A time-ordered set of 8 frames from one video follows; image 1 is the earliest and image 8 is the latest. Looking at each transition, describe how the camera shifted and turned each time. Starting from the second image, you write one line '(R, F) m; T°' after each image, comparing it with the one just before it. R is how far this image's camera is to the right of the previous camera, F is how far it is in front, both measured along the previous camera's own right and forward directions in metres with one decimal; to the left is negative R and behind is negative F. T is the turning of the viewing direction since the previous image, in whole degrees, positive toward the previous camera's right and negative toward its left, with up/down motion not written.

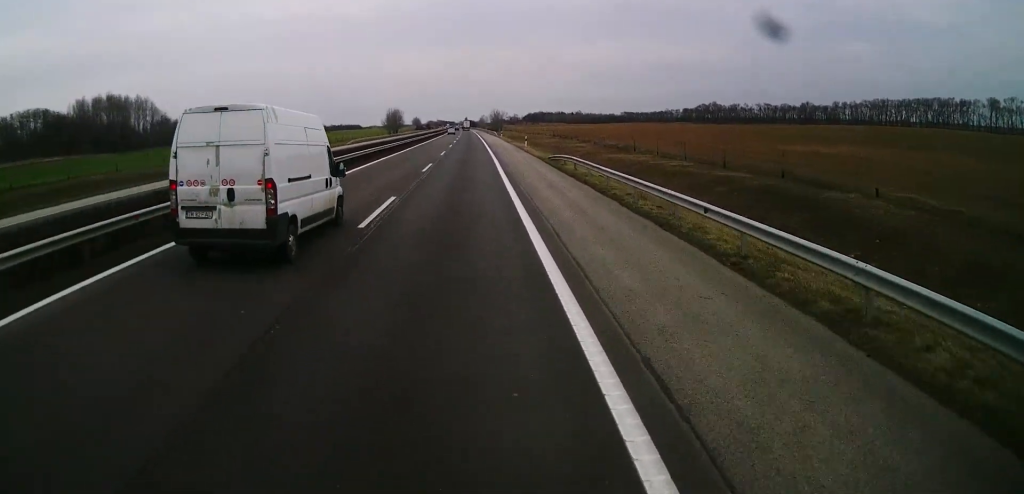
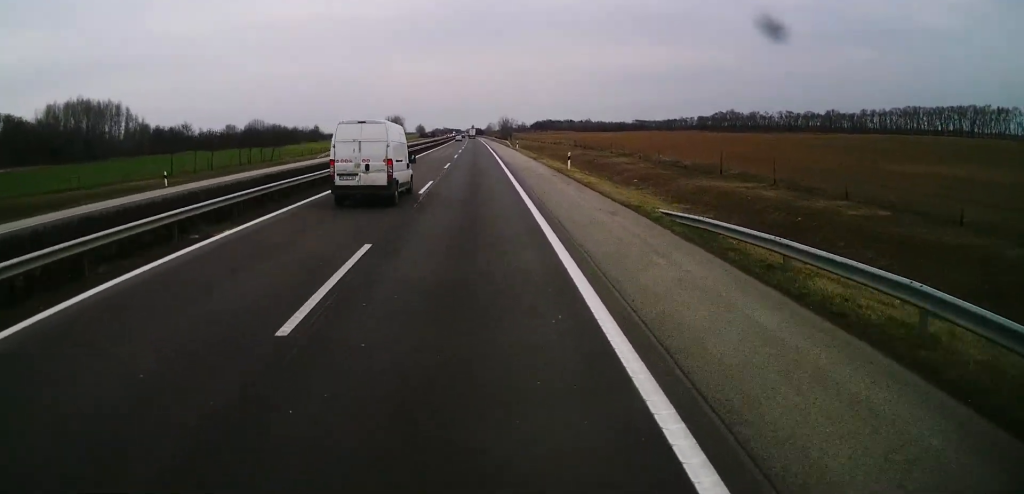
(+0.2, +24.6) m; 0°
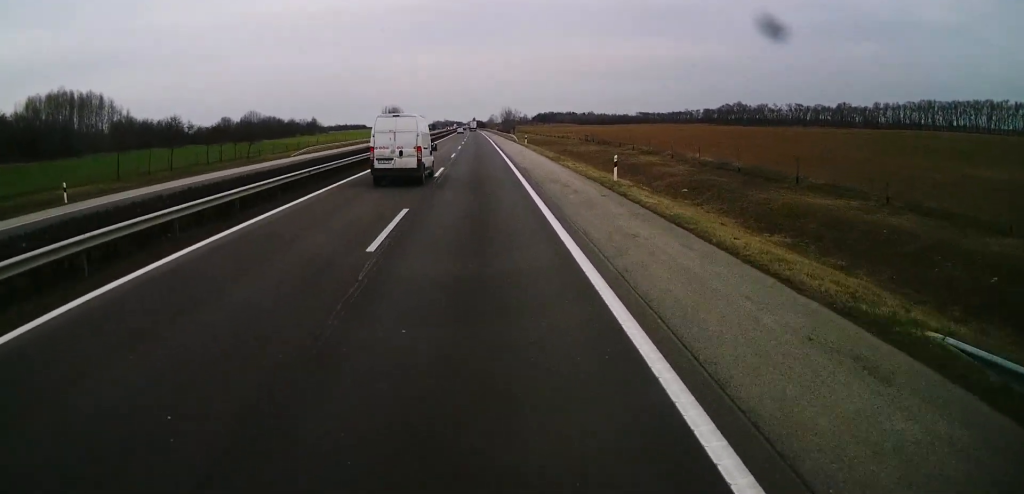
(0.0, +12.3) m; 0°
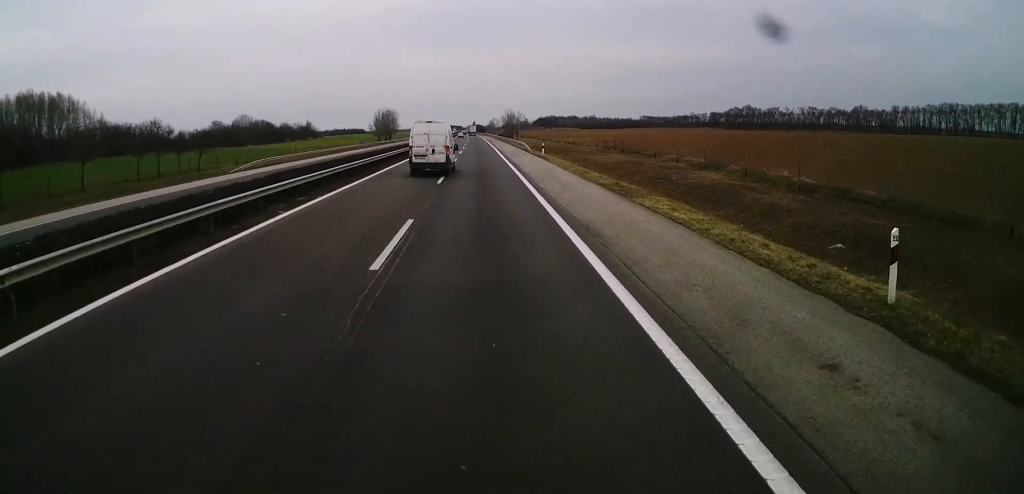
(-0.2, +18.5) m; -1°
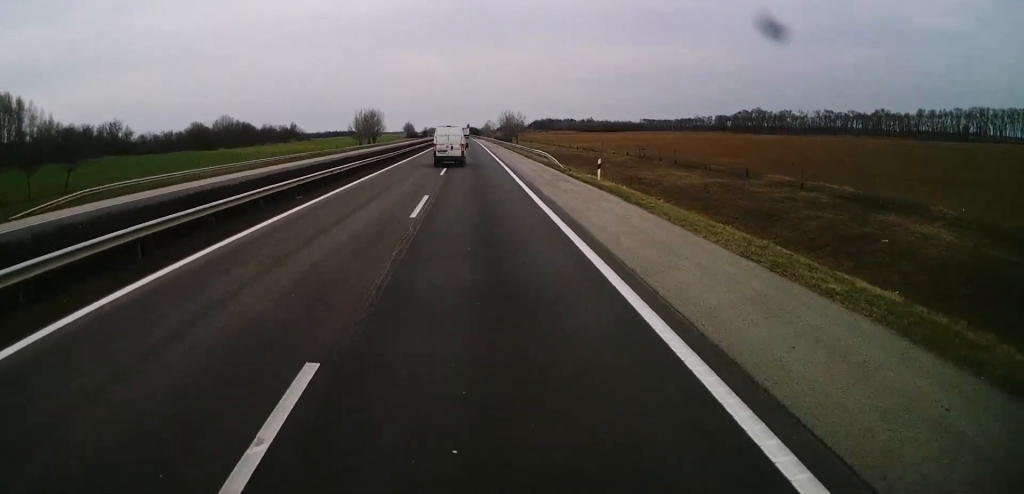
(-0.2, +27.6) m; -1°
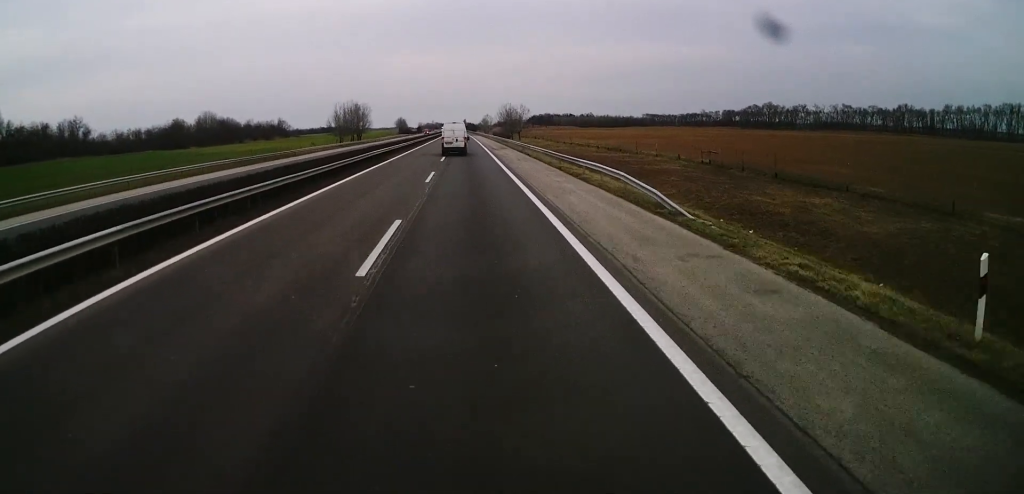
(0.0, +24.6) m; 0°
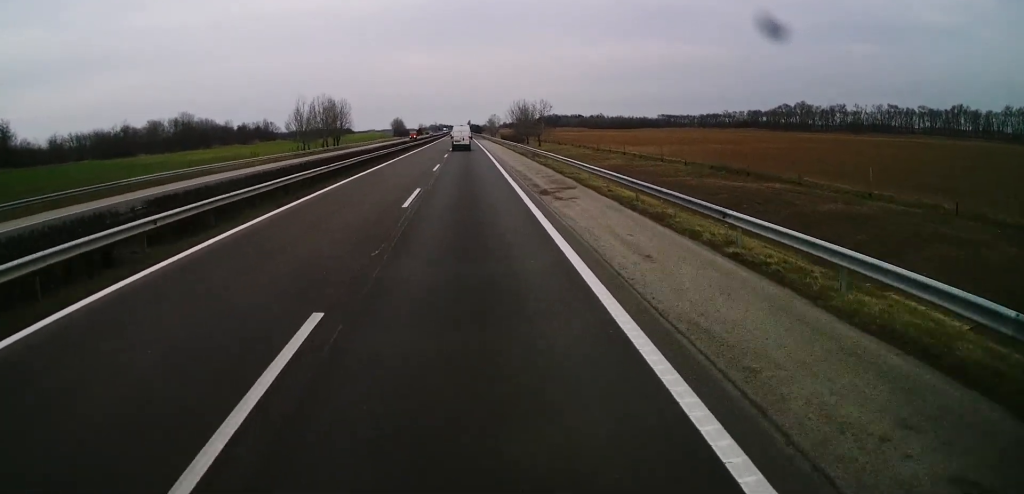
(+0.1, +42.2) m; 0°
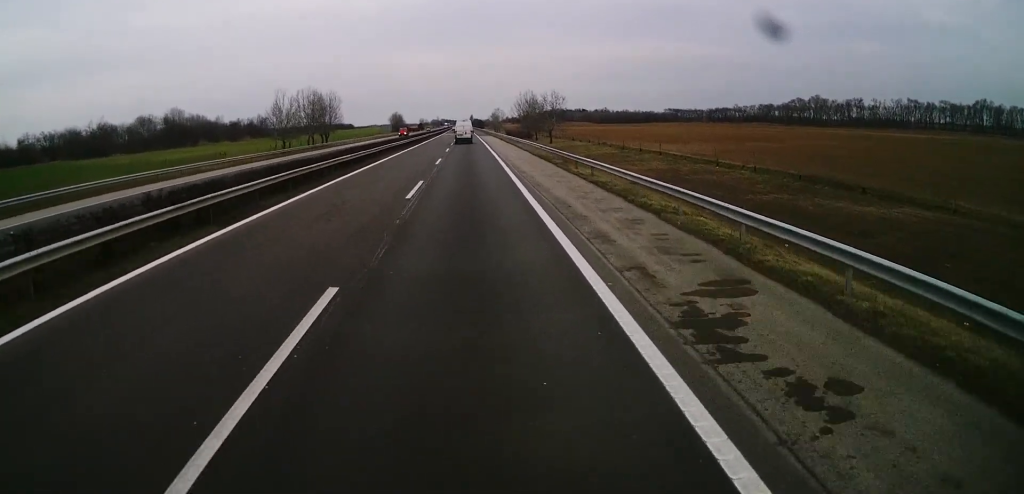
(-0.3, +16.1) m; +1°
